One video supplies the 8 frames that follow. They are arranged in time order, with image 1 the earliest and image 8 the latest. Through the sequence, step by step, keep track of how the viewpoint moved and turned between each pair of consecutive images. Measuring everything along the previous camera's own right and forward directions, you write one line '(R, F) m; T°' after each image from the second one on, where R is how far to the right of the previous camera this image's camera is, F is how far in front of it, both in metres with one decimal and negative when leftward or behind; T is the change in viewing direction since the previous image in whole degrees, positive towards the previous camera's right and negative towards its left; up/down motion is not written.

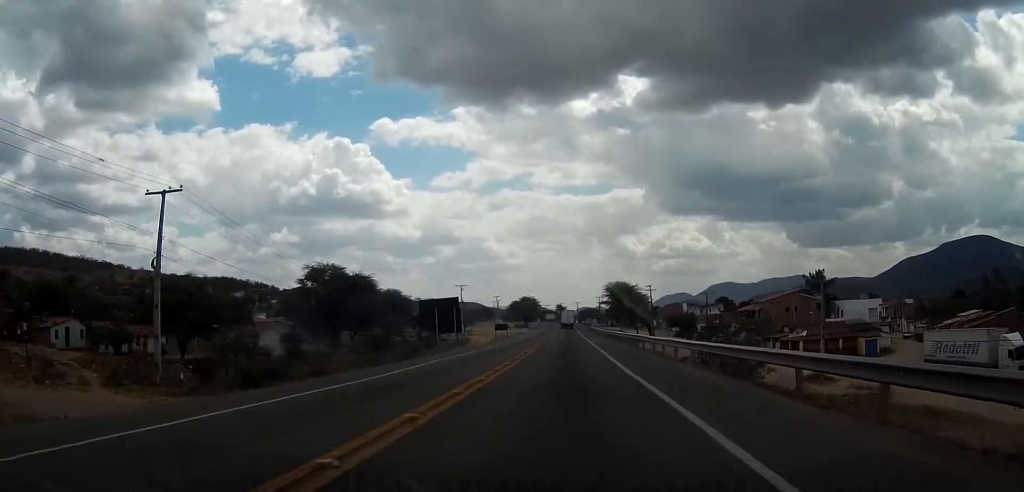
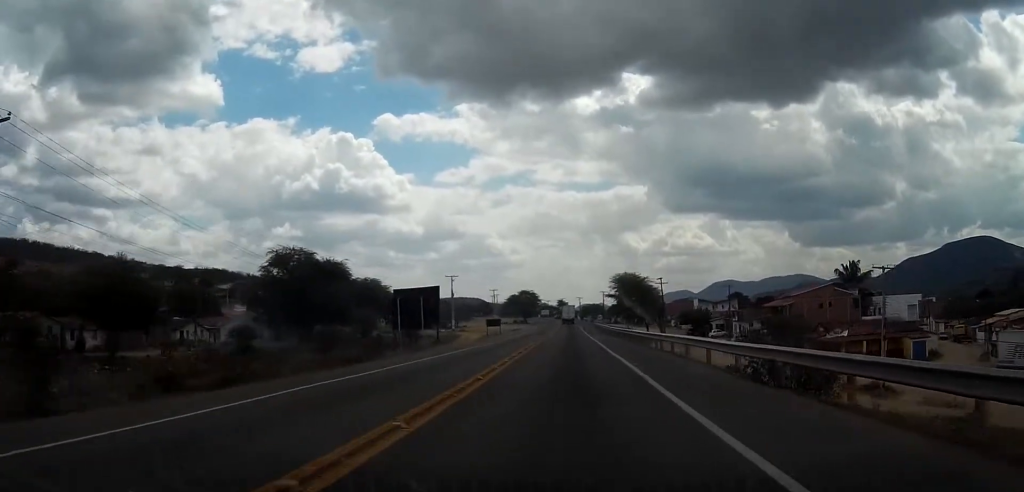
(0.0, +14.4) m; 0°
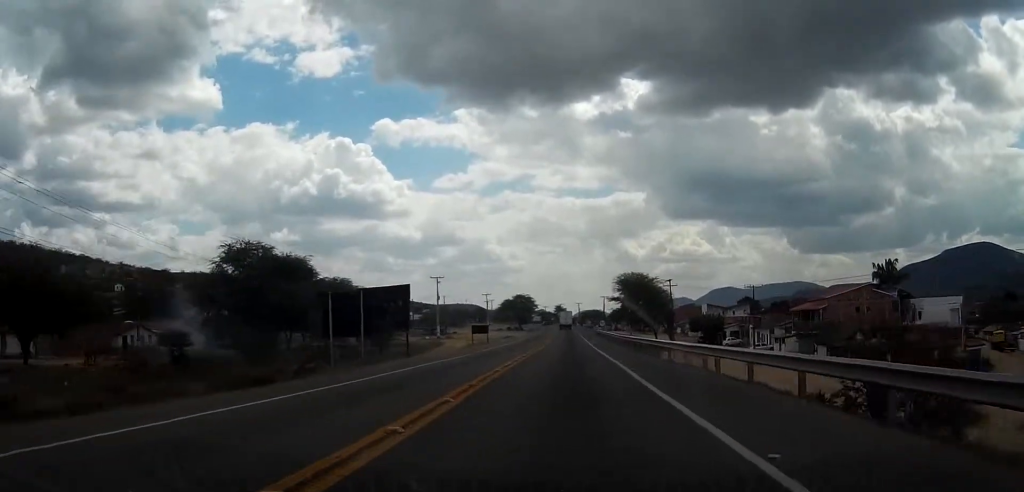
(-0.1, +13.4) m; 0°
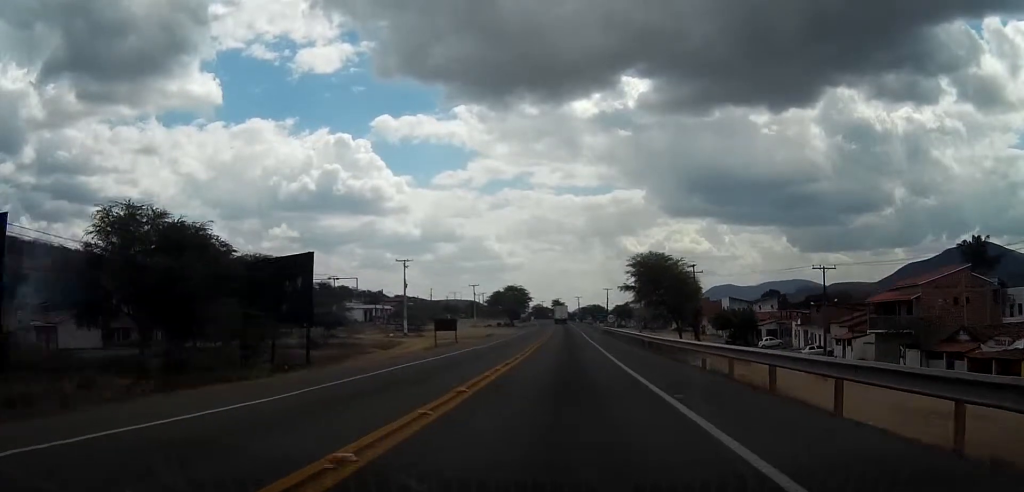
(+0.2, +23.8) m; +1°
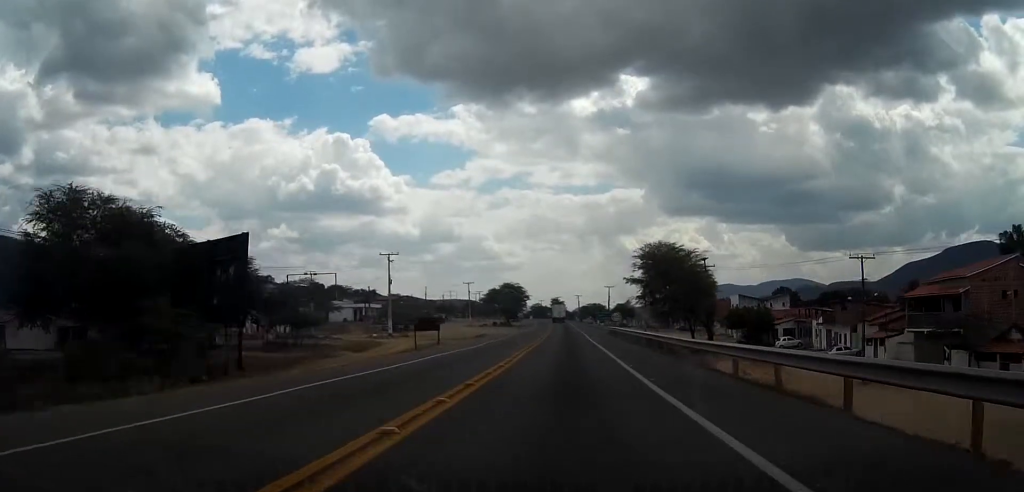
(0.0, +8.3) m; 0°
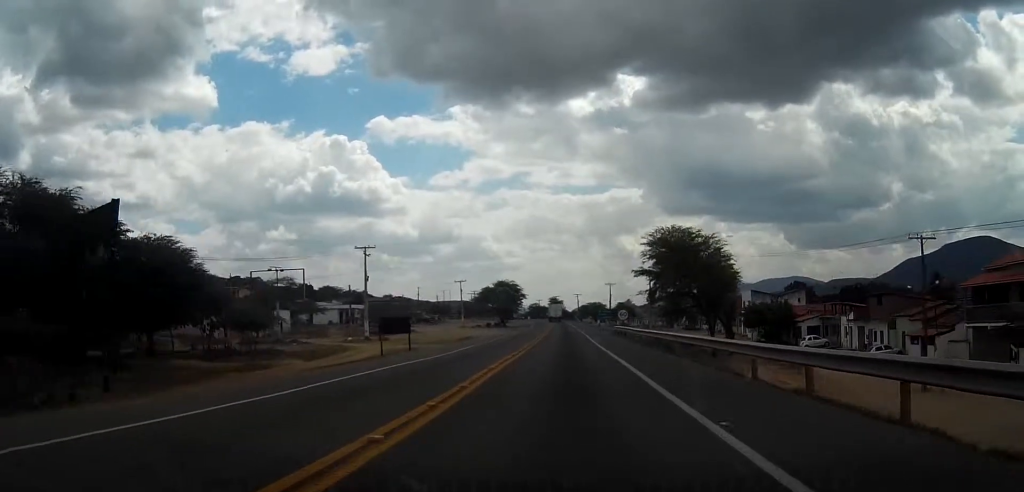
(+0.1, +9.9) m; 0°
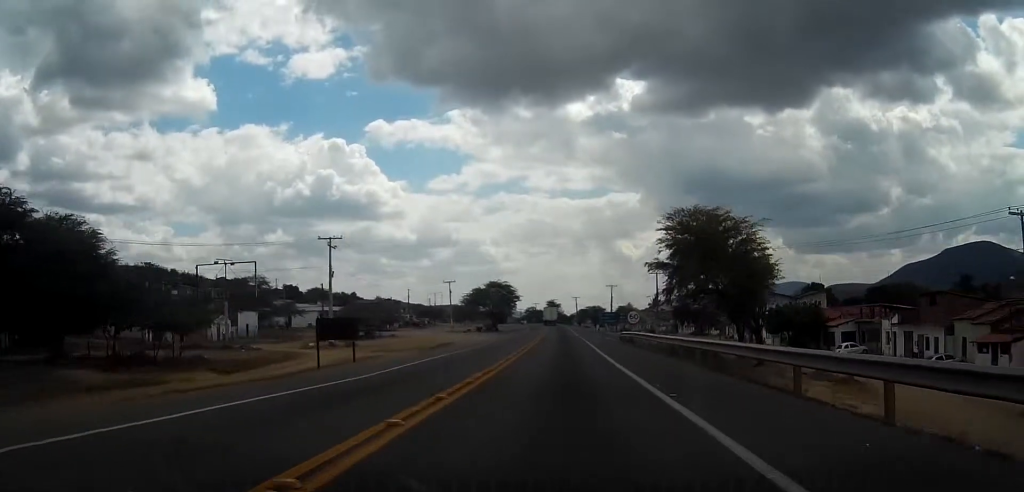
(0.0, +11.5) m; 0°
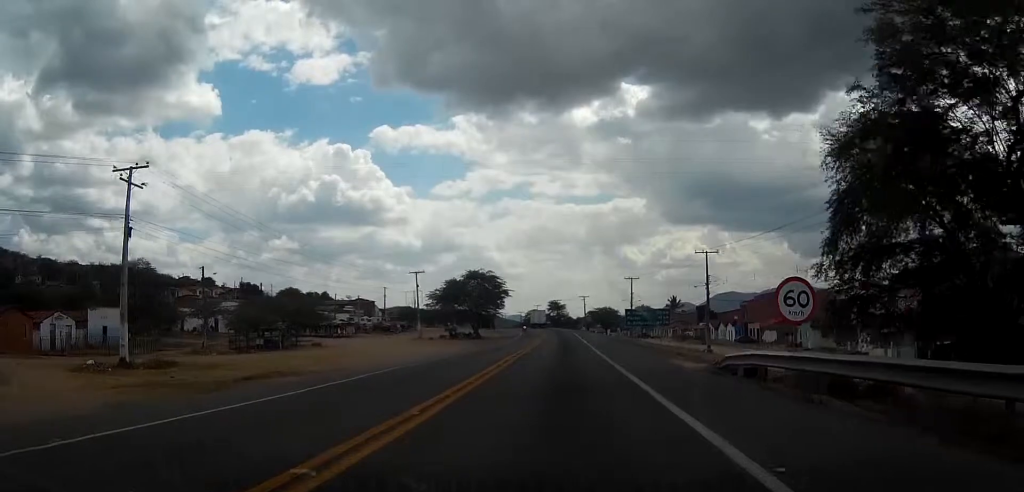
(-0.3, +35.0) m; -1°
